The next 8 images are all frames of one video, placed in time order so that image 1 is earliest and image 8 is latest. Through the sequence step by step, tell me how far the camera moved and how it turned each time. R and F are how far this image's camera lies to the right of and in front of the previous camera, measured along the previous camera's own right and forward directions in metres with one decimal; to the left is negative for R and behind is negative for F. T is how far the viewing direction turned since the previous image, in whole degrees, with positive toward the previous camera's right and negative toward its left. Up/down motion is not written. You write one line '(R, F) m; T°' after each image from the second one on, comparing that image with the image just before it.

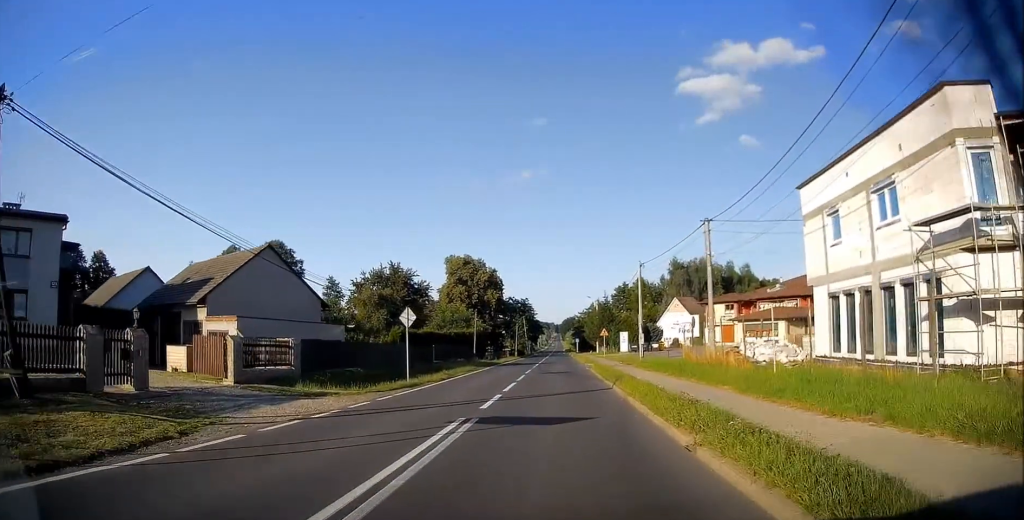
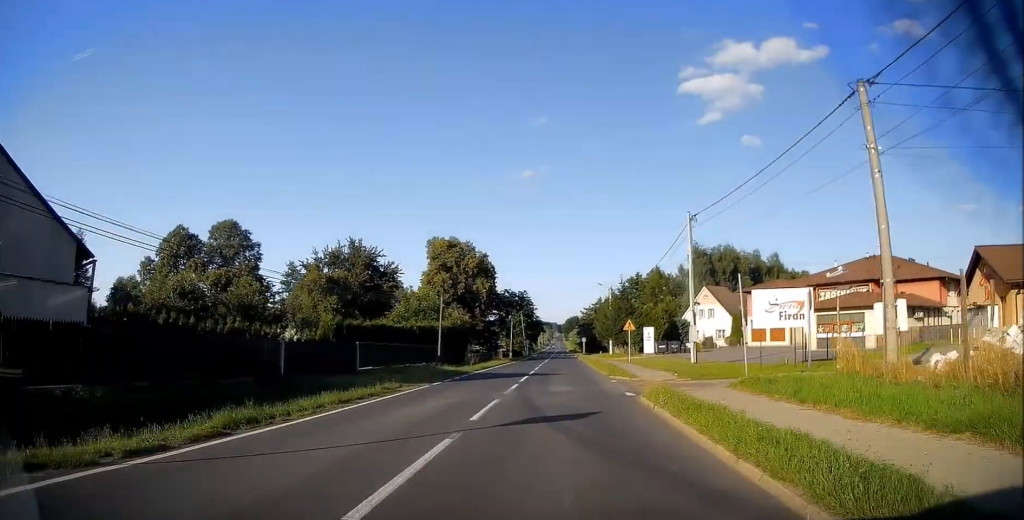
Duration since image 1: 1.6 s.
(-0.1, +20.0) m; -1°
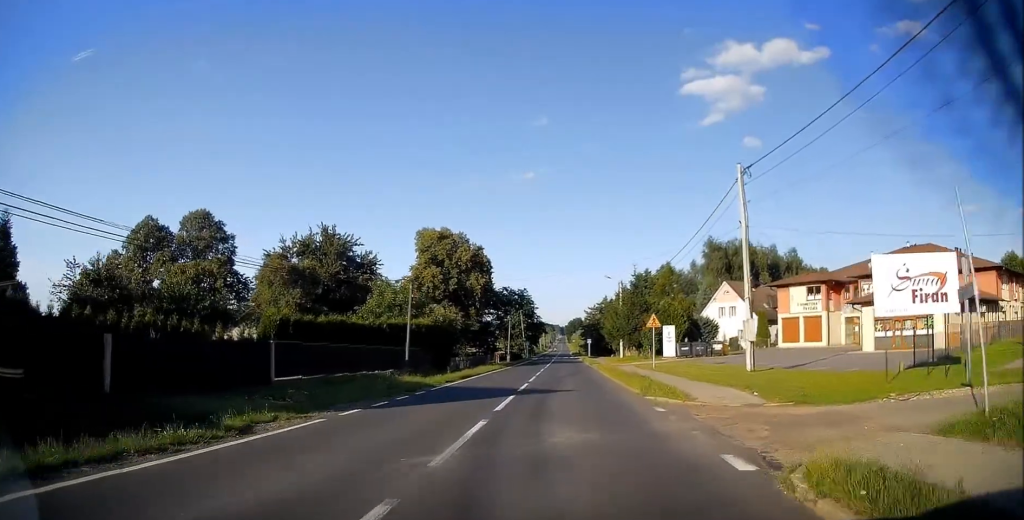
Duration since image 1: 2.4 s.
(0.0, +9.9) m; -1°
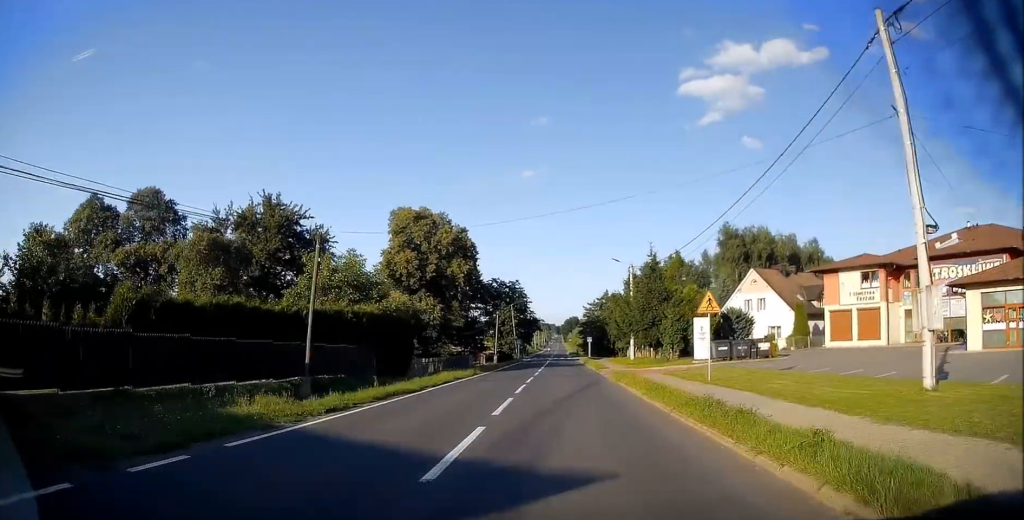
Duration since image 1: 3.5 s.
(-0.2, +13.2) m; -1°
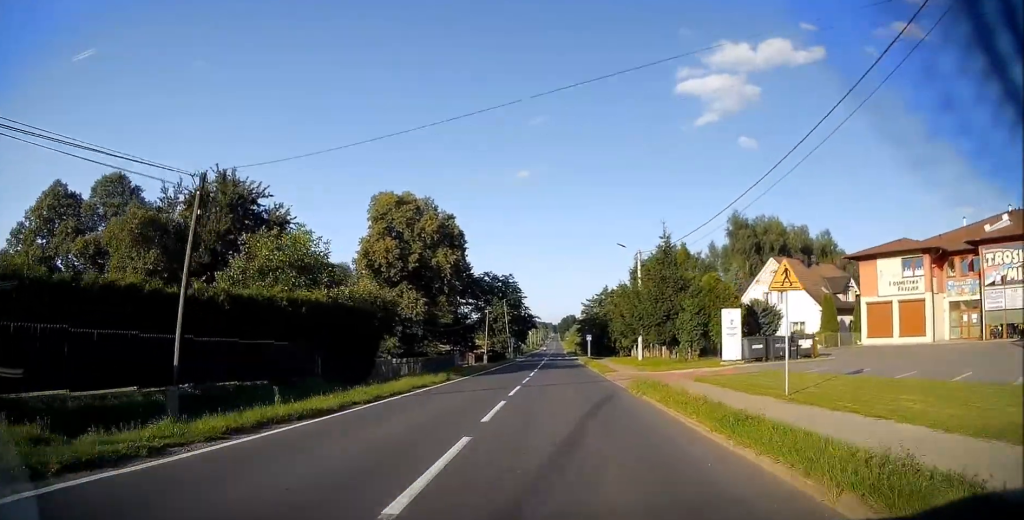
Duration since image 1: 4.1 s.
(-0.1, +7.5) m; +1°
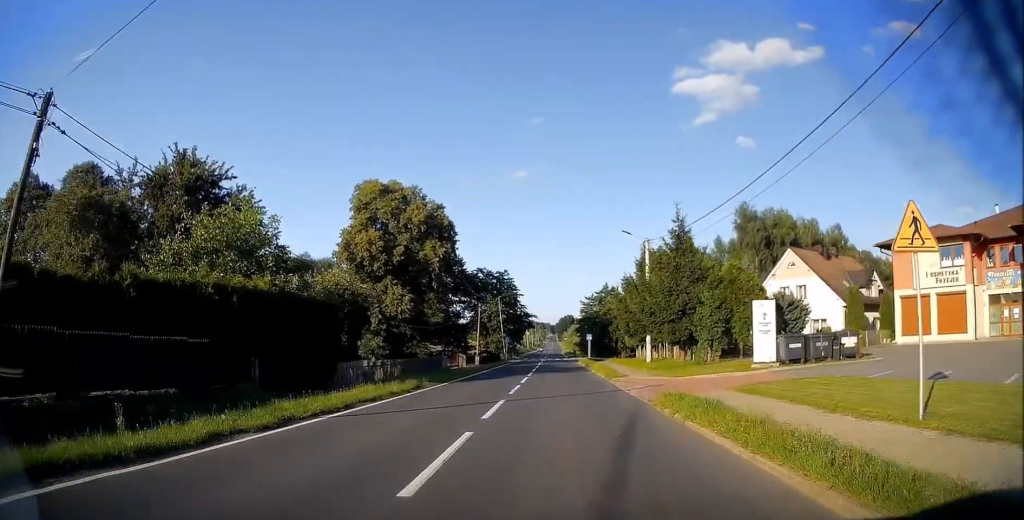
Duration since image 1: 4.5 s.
(+0.1, +5.4) m; +1°
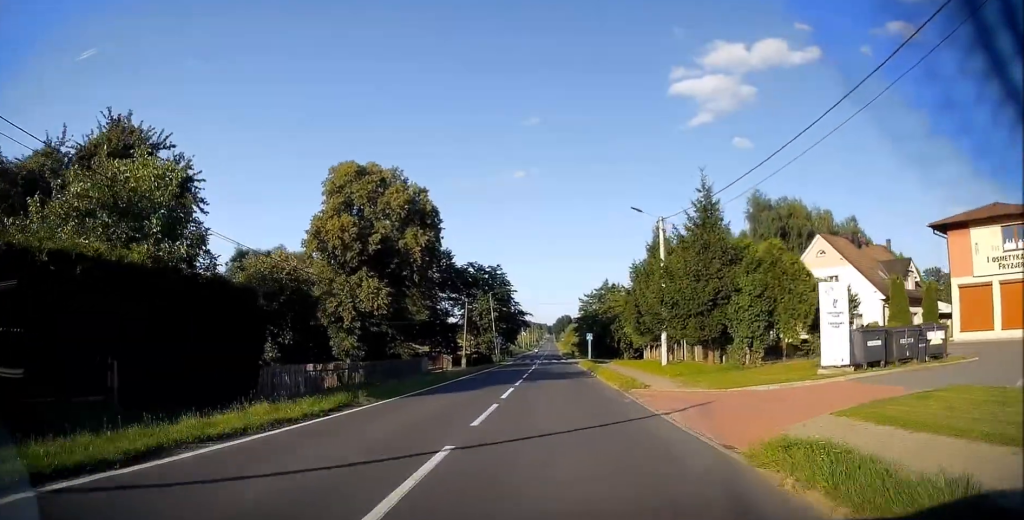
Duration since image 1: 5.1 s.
(+0.1, +7.2) m; +1°
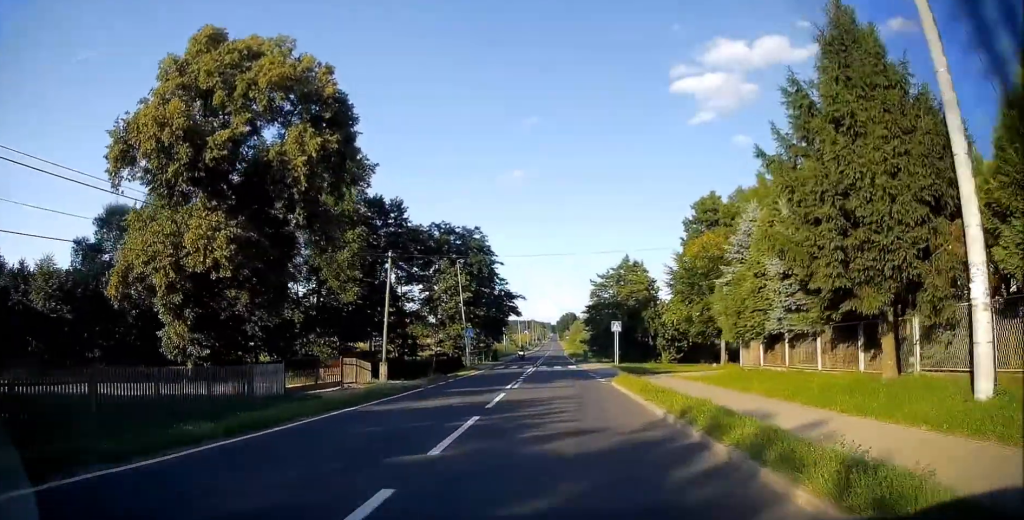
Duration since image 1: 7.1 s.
(+0.2, +27.0) m; -1°
